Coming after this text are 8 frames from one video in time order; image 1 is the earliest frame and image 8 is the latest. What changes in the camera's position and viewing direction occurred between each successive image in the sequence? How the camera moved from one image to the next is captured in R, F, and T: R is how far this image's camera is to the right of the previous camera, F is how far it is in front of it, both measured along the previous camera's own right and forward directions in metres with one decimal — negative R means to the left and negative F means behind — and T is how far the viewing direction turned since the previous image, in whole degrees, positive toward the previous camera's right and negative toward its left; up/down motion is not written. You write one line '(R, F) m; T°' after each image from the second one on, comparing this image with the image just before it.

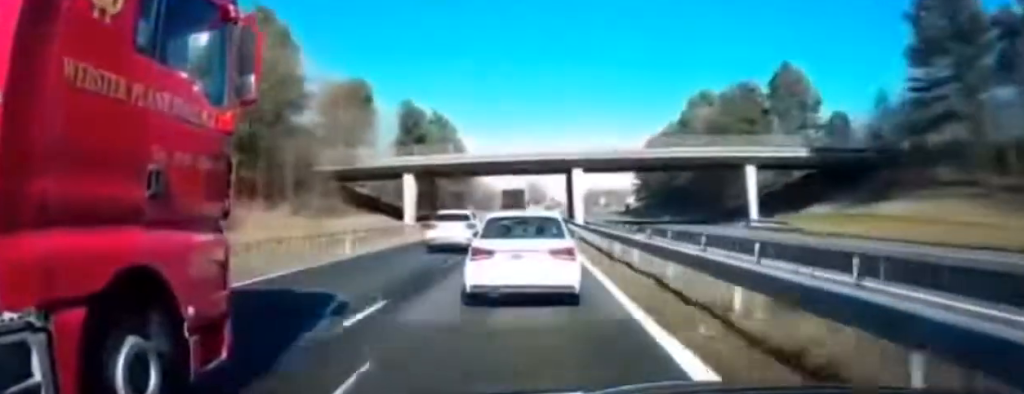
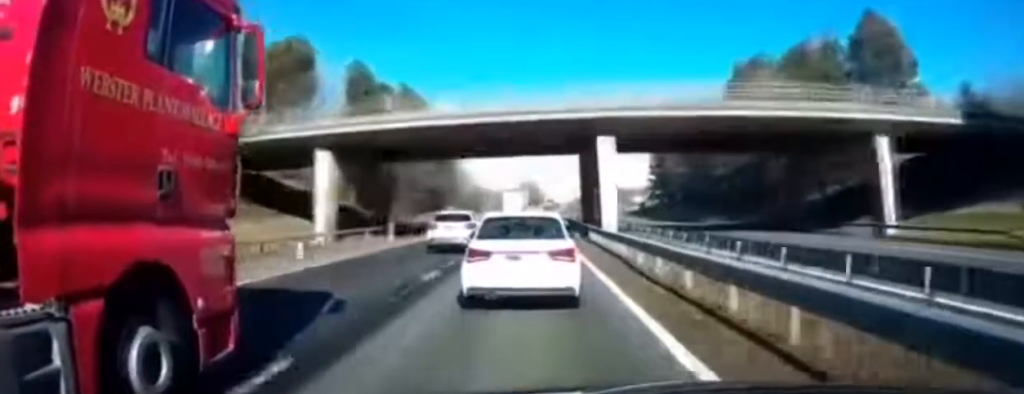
(+0.4, +21.6) m; 0°
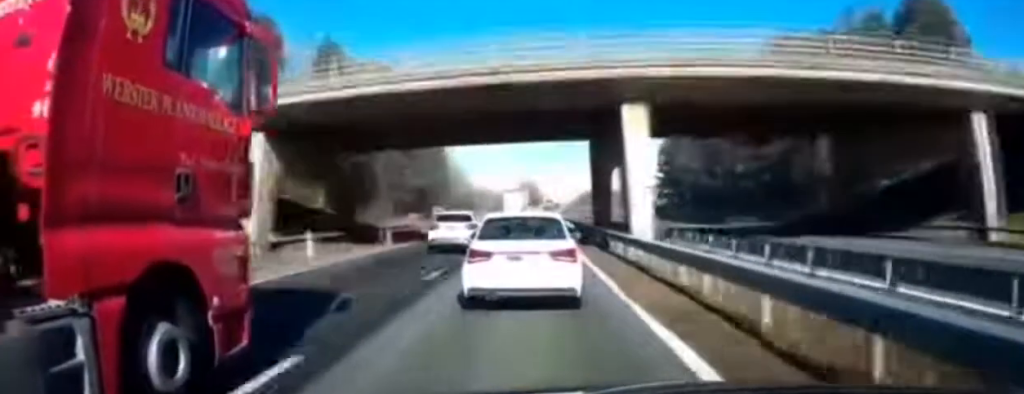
(-0.1, +8.7) m; 0°
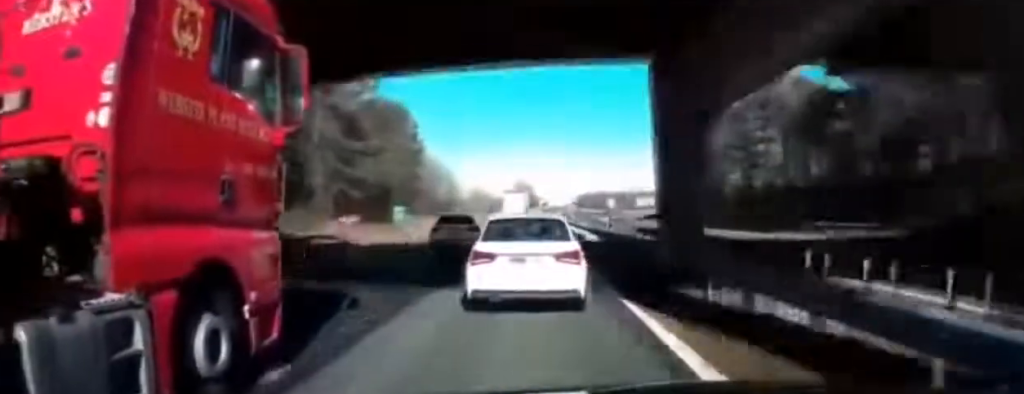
(-0.4, +18.1) m; 0°
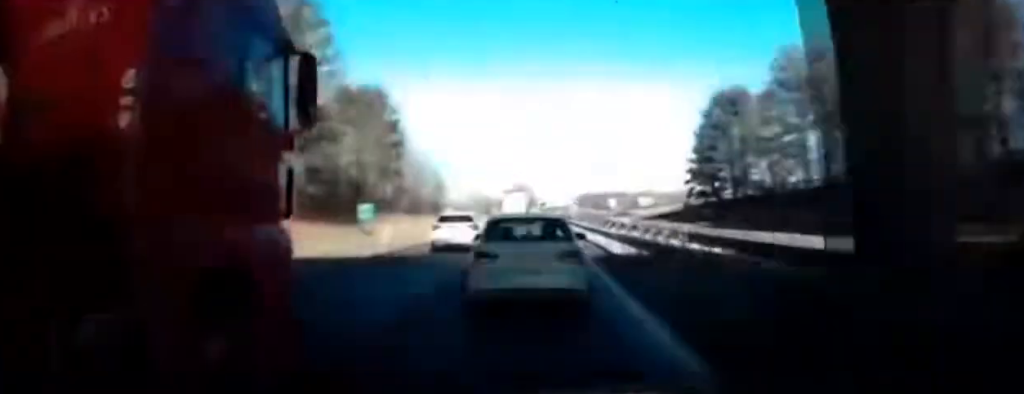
(+0.3, +9.3) m; +1°
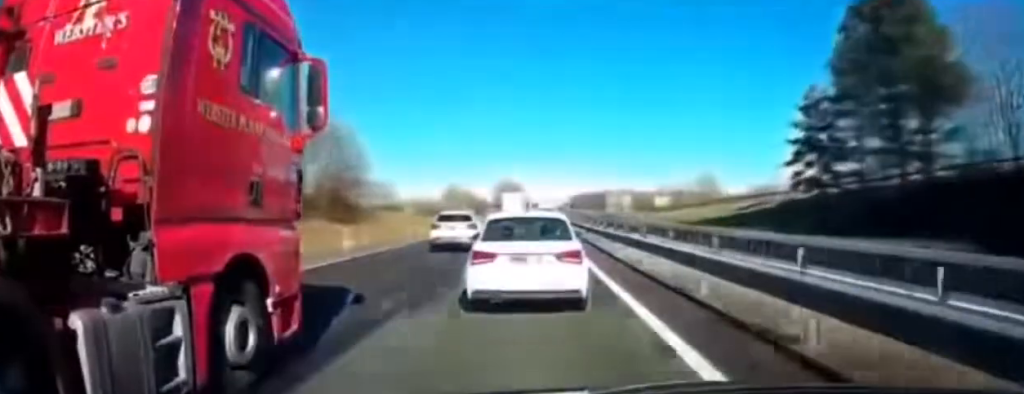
(+1.0, +40.4) m; +2°
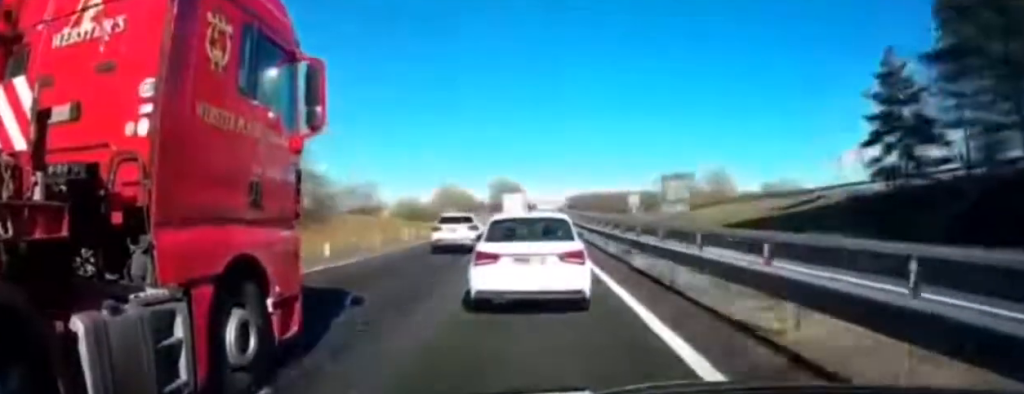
(+0.2, +13.4) m; 0°
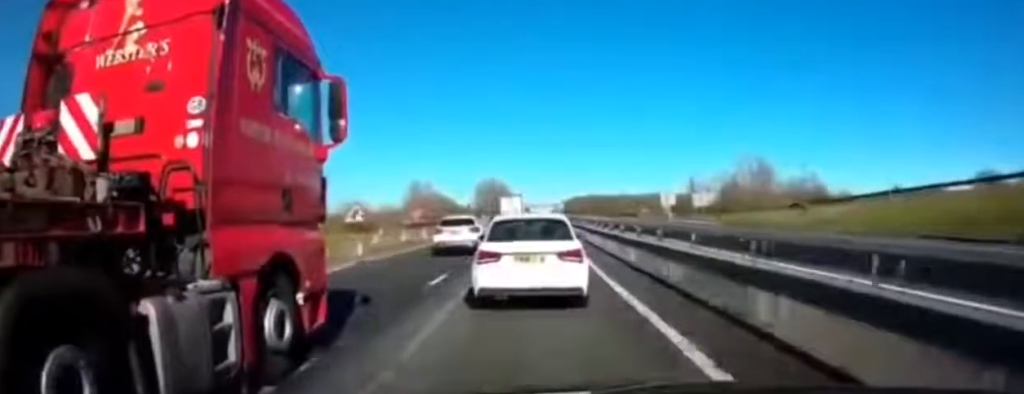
(-0.2, +38.9) m; +1°
